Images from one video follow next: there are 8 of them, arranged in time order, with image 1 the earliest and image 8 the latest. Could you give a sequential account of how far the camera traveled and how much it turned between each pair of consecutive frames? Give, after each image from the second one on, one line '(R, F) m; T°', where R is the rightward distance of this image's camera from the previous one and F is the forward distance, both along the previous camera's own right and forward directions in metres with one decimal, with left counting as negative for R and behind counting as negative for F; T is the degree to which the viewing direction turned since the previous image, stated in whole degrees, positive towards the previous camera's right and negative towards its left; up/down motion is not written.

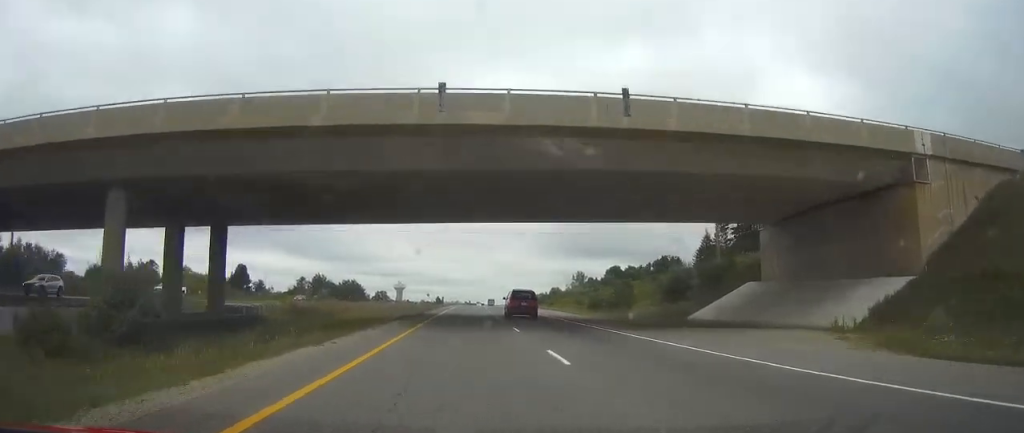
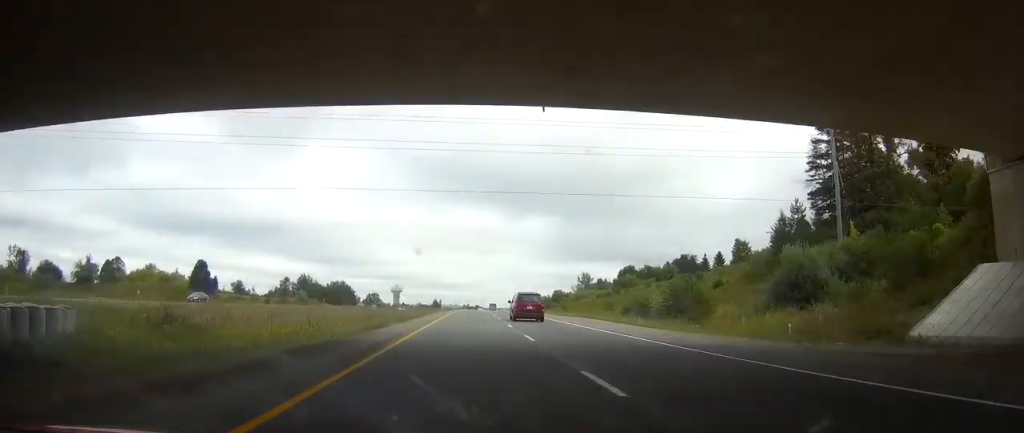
(0.0, +28.4) m; 0°
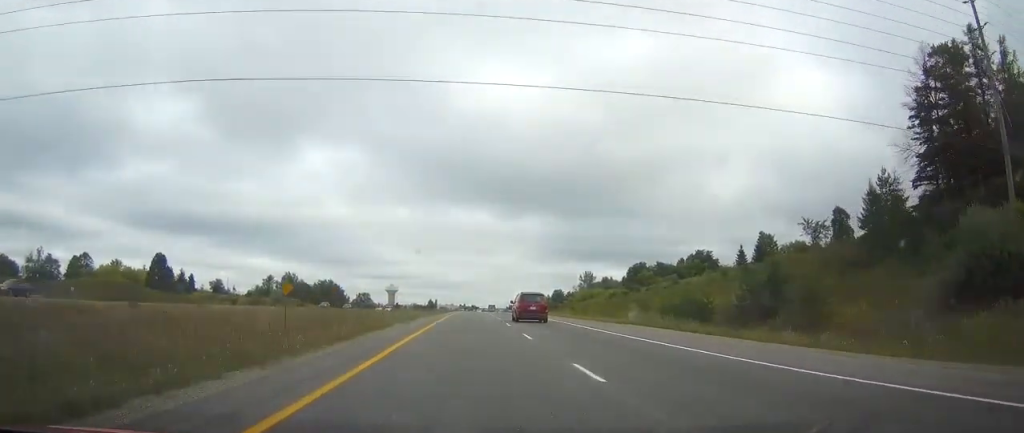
(+0.1, +21.6) m; 0°
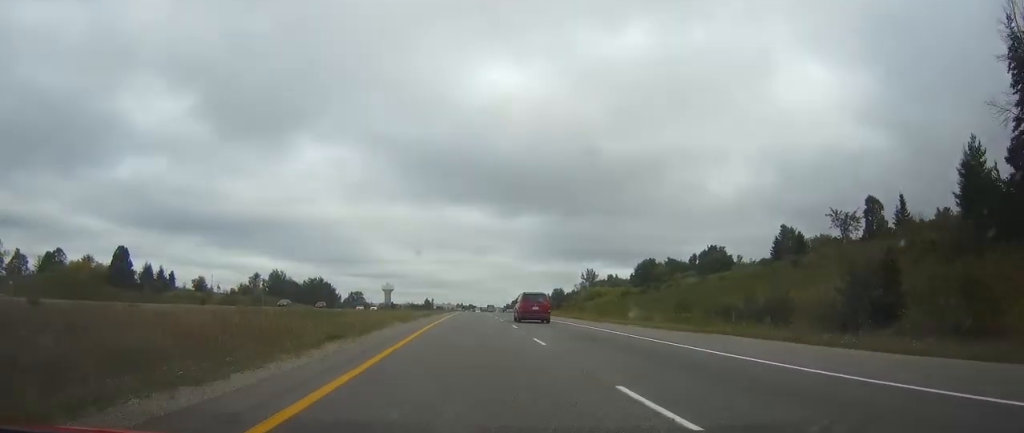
(-0.1, +15.9) m; 0°
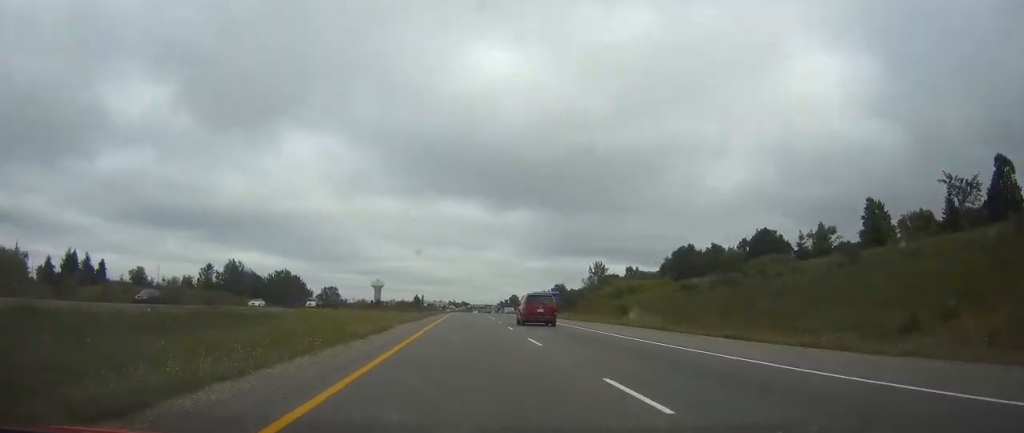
(+0.2, +46.7) m; +1°
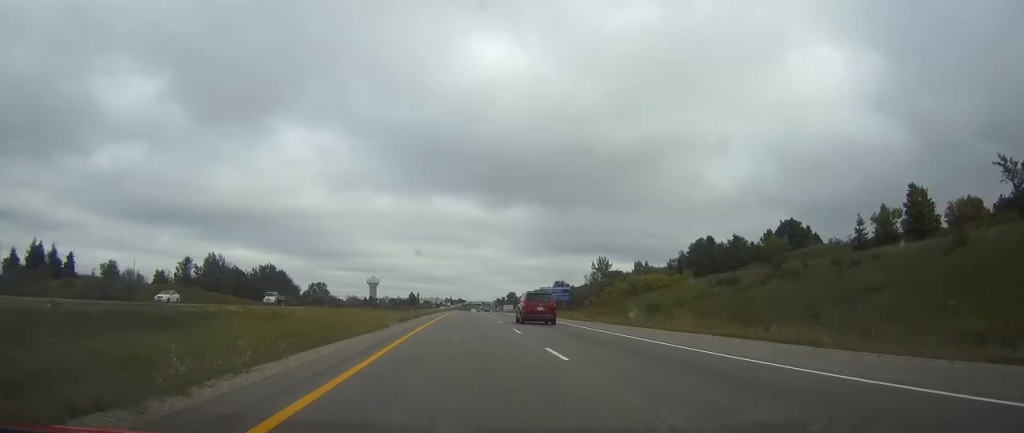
(+0.1, +17.1) m; 0°
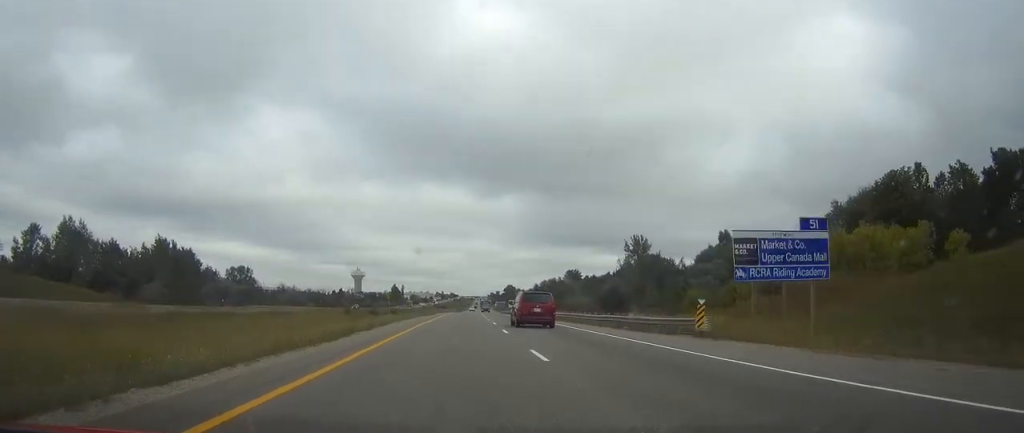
(+0.6, +85.4) m; +1°
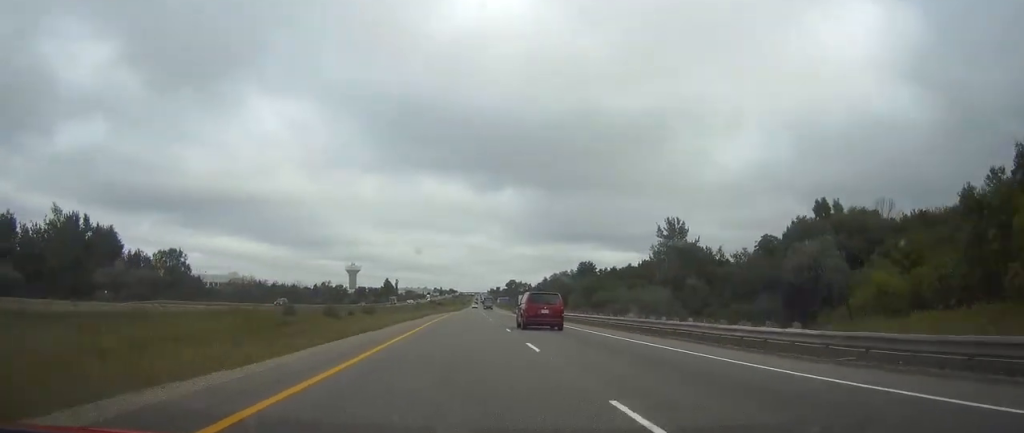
(+0.2, +44.4) m; +1°
